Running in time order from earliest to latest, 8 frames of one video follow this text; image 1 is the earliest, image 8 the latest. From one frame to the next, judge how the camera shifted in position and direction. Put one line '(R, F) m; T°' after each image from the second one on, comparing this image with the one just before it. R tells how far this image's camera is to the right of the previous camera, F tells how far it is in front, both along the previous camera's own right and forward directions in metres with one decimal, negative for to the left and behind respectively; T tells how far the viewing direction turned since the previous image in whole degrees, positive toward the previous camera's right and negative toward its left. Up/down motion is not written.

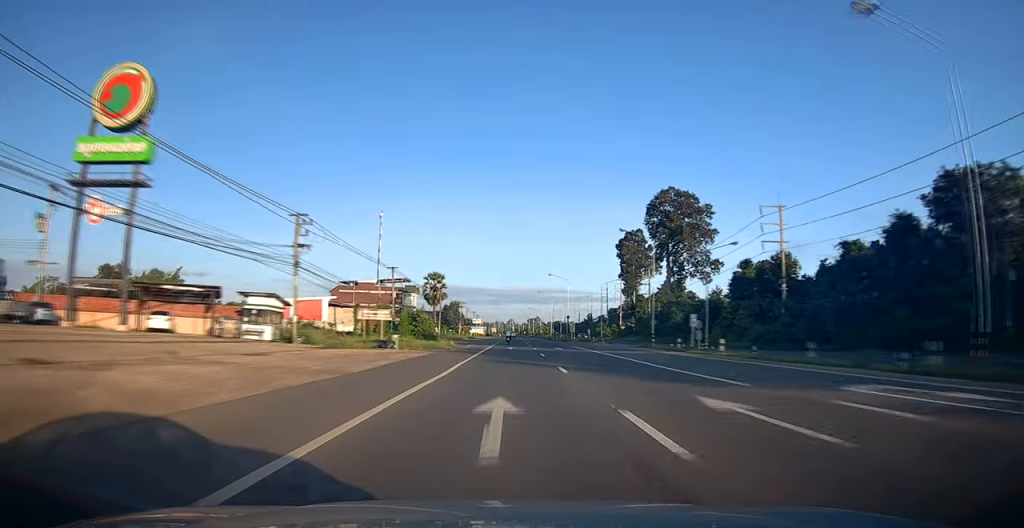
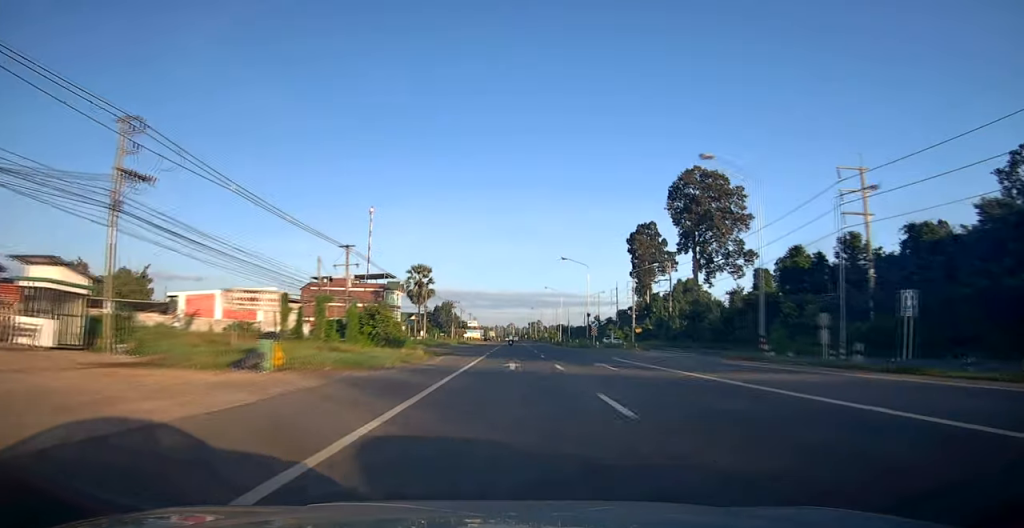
(0.0, +21.2) m; 0°
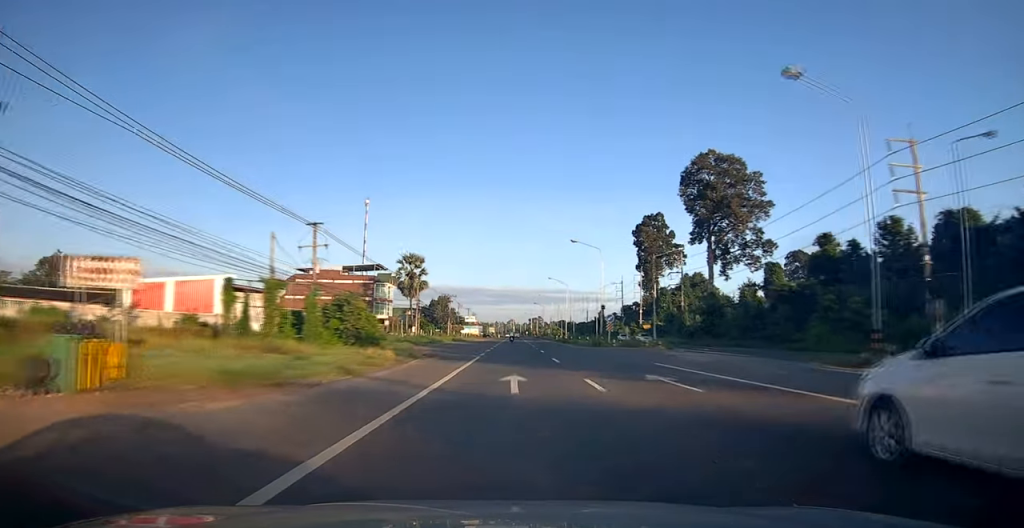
(0.0, +9.1) m; 0°
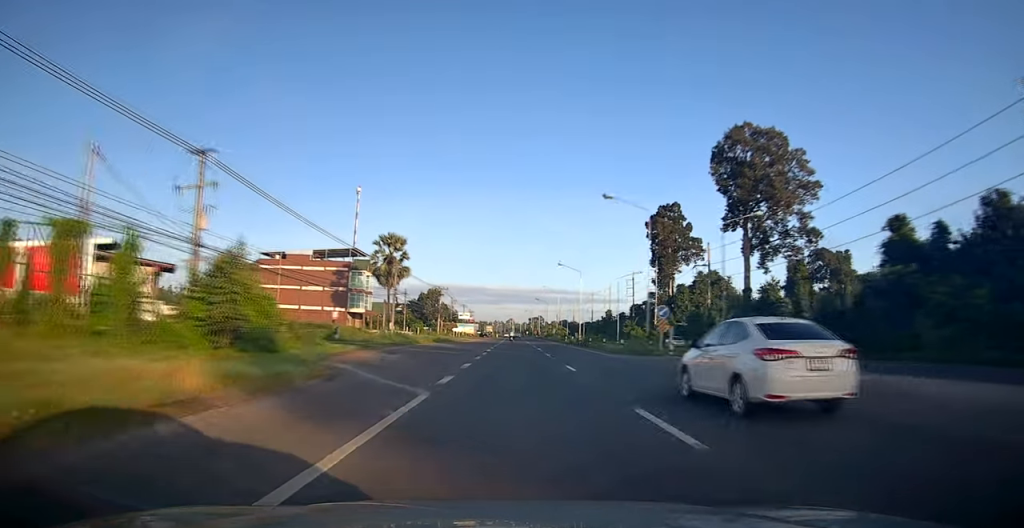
(0.0, +17.5) m; 0°
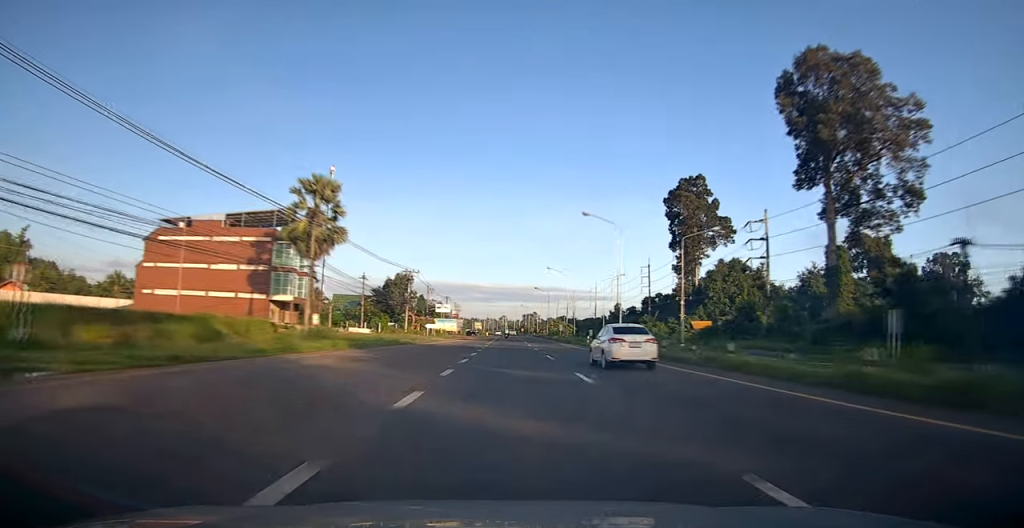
(+0.2, +28.7) m; +1°
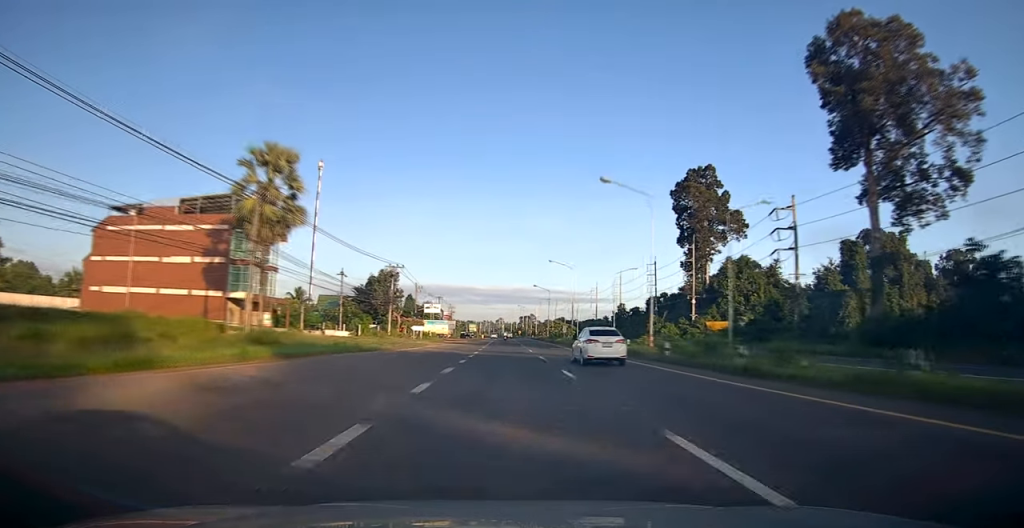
(0.0, +9.8) m; 0°
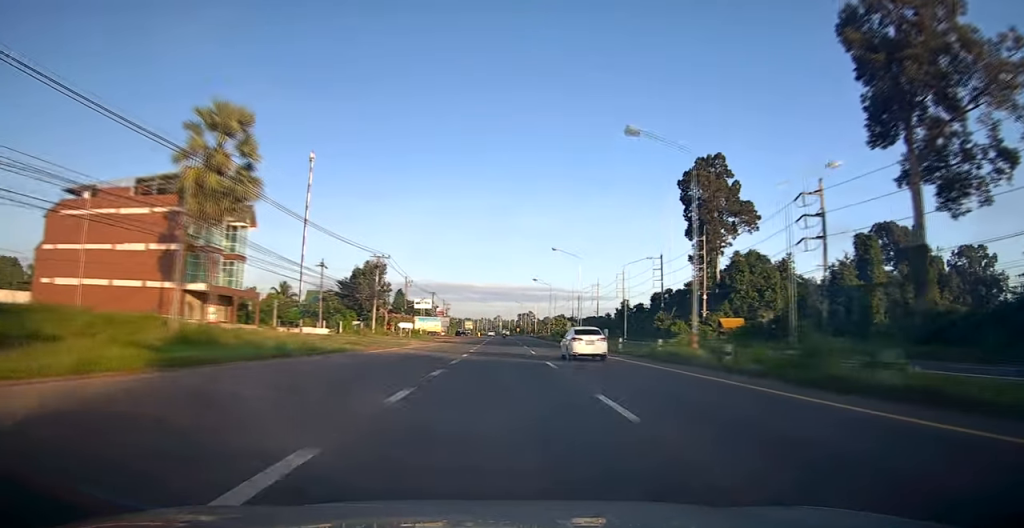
(0.0, +7.7) m; 0°
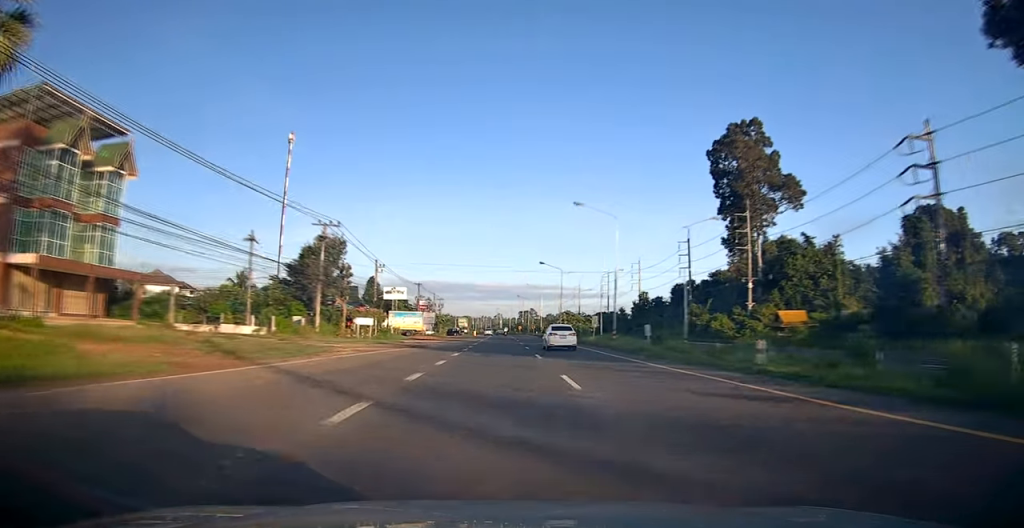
(+0.2, +20.3) m; +2°
